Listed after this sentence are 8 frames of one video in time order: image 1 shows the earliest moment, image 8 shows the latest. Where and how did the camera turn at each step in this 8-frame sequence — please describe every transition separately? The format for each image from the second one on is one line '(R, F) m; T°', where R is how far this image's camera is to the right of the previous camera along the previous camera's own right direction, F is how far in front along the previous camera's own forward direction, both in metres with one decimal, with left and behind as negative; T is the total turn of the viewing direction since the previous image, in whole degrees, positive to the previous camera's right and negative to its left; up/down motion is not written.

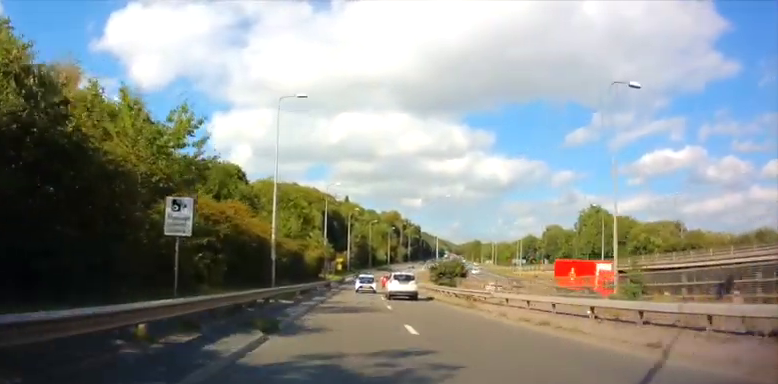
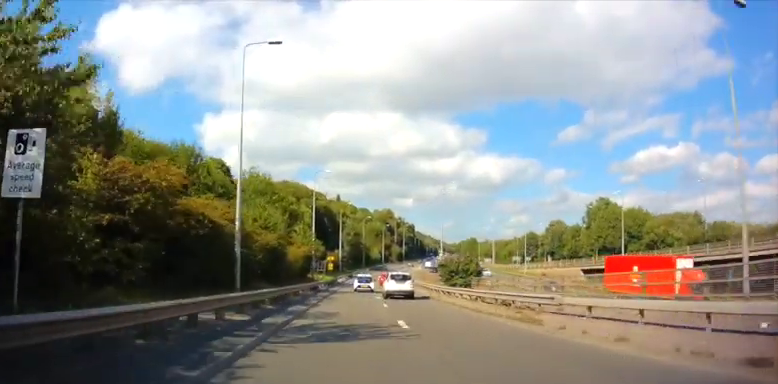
(0.0, +6.9) m; 0°
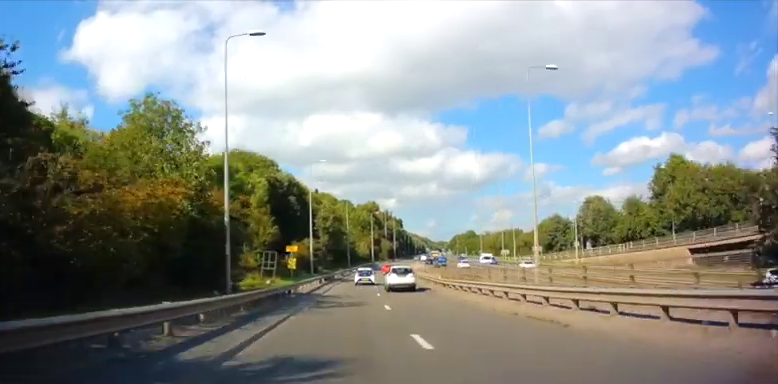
(0.0, +28.6) m; 0°
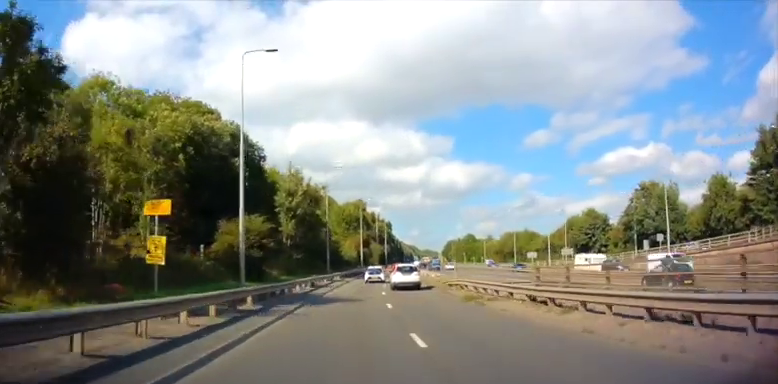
(0.0, +24.2) m; 0°
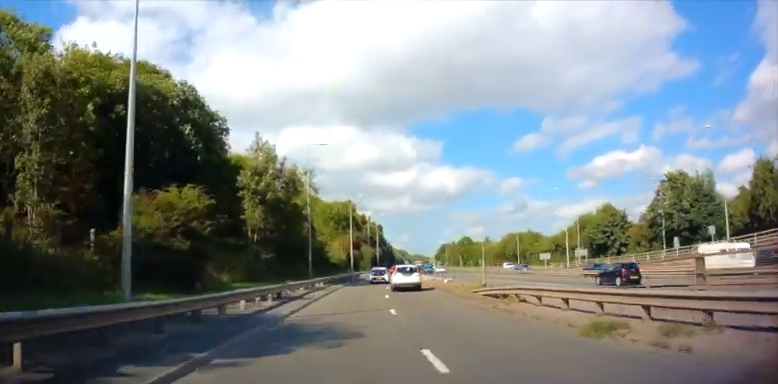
(0.0, +10.0) m; 0°
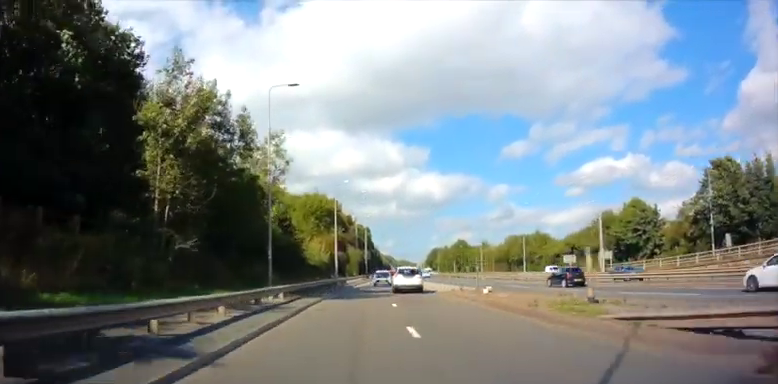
(0.0, +12.9) m; 0°
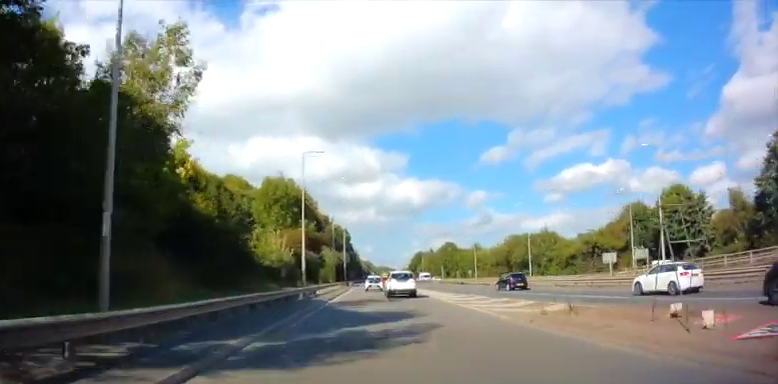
(0.0, +15.9) m; 0°
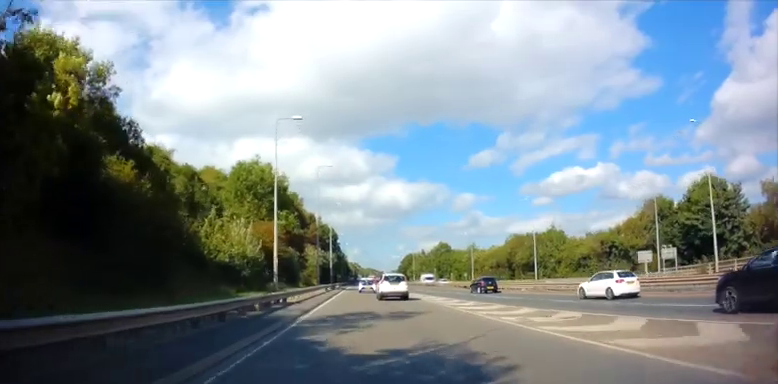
(0.0, +12.3) m; 0°
